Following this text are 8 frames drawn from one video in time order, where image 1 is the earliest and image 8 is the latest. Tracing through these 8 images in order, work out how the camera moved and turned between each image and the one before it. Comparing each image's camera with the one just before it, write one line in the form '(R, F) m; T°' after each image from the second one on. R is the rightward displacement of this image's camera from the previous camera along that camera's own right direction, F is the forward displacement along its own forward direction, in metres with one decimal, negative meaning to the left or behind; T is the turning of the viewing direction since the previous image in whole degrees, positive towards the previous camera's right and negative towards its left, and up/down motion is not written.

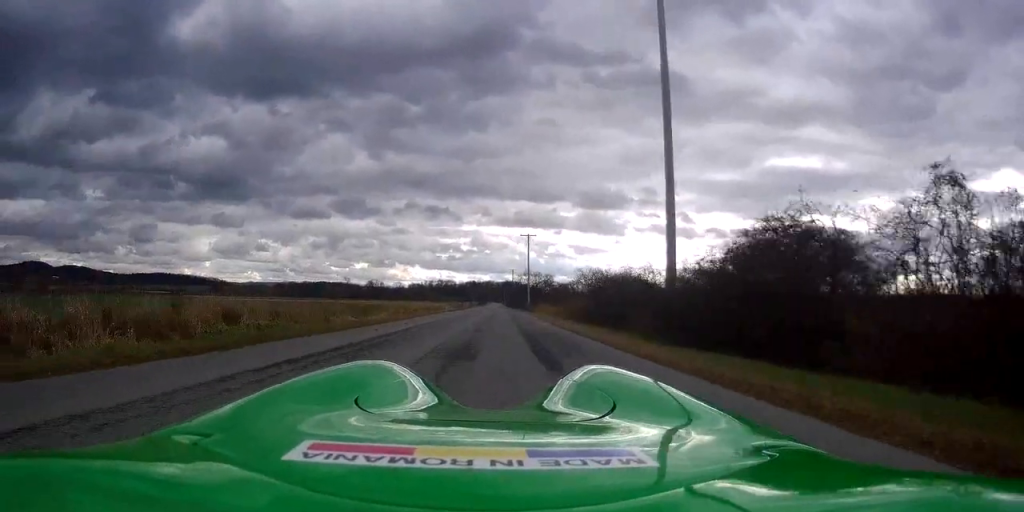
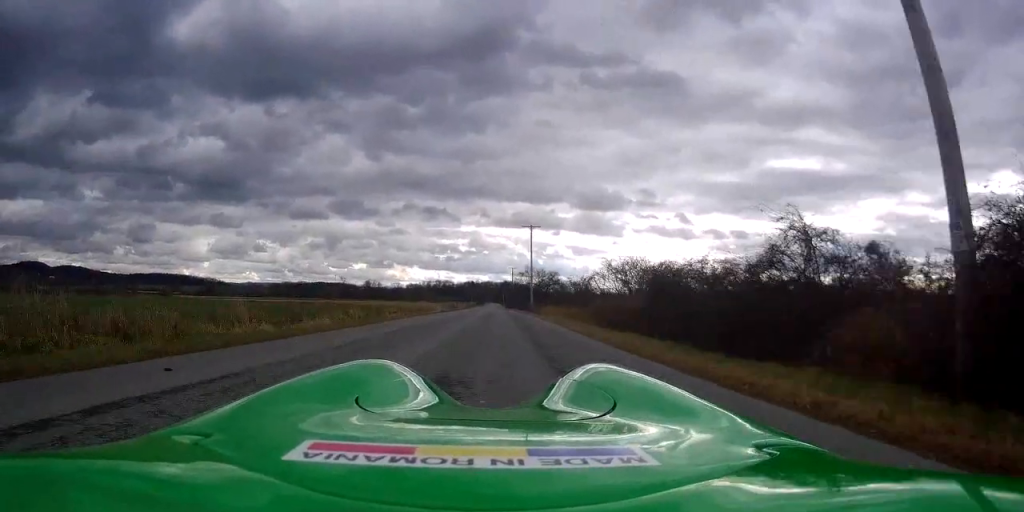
(+0.1, +11.1) m; +1°
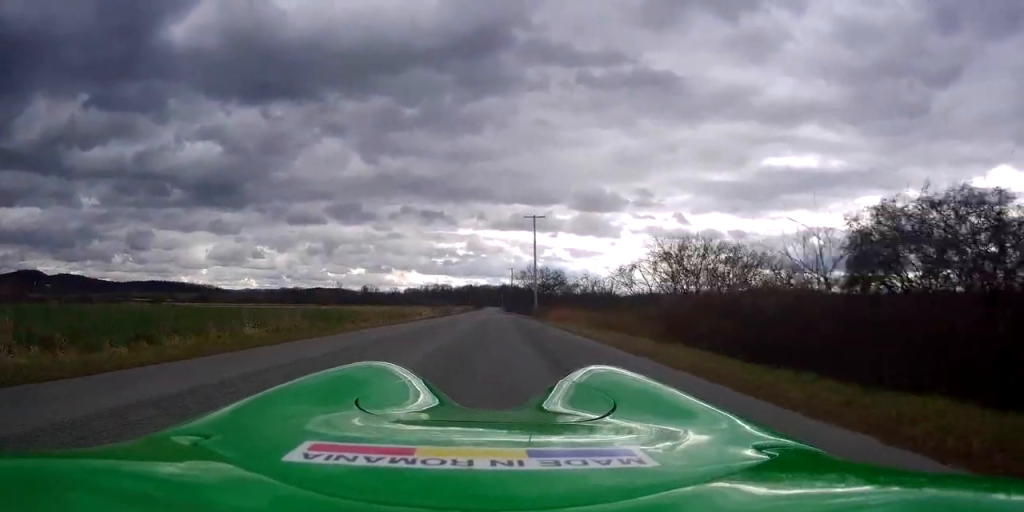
(+0.1, +10.5) m; 0°
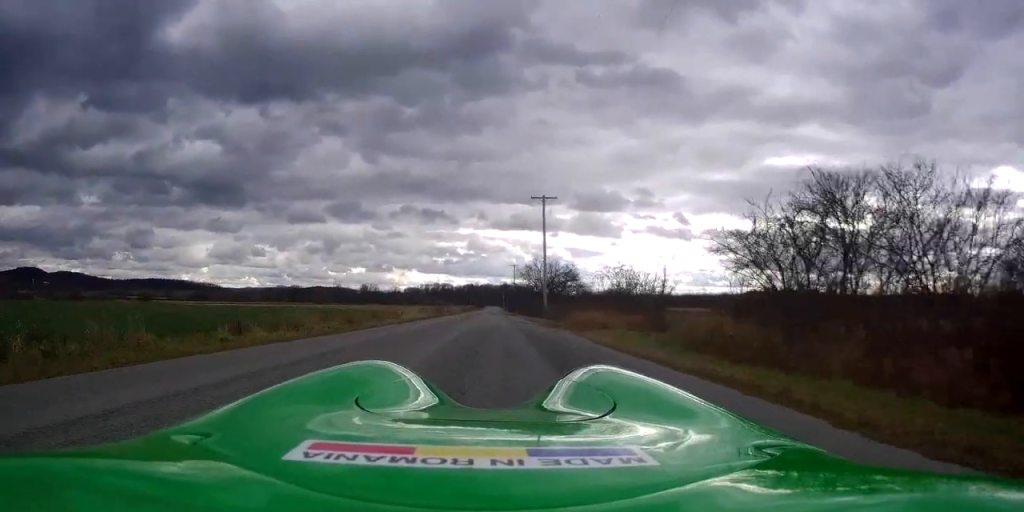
(0.0, +11.1) m; 0°
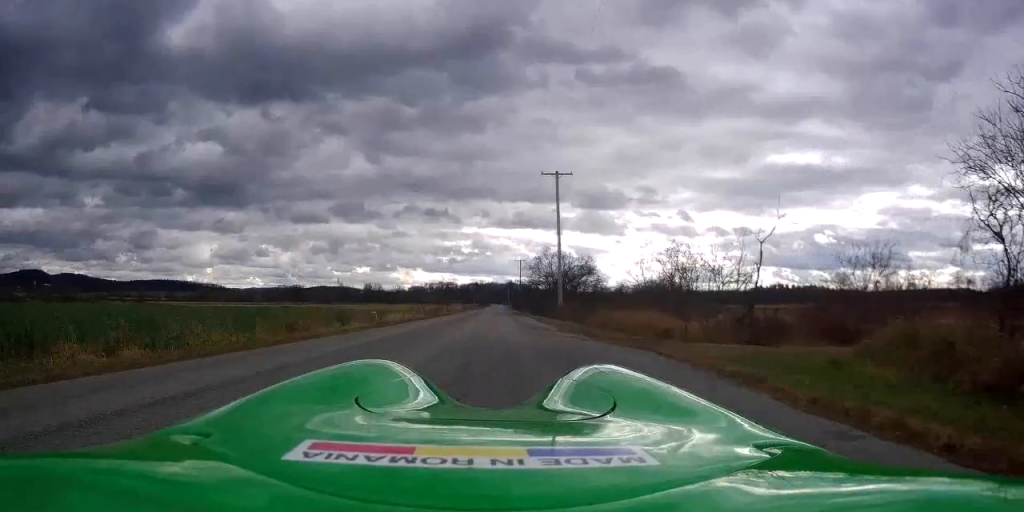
(0.0, +9.2) m; 0°
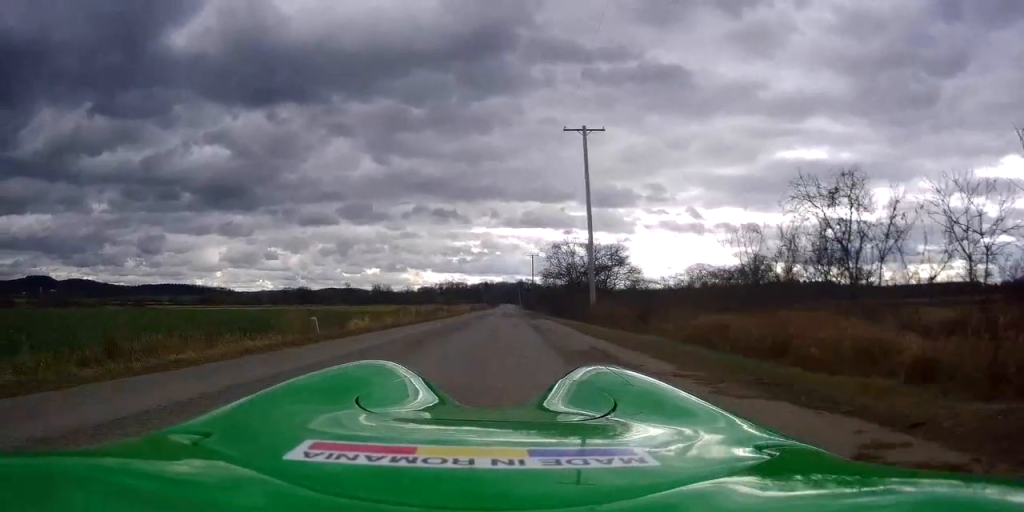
(0.0, +11.6) m; -1°
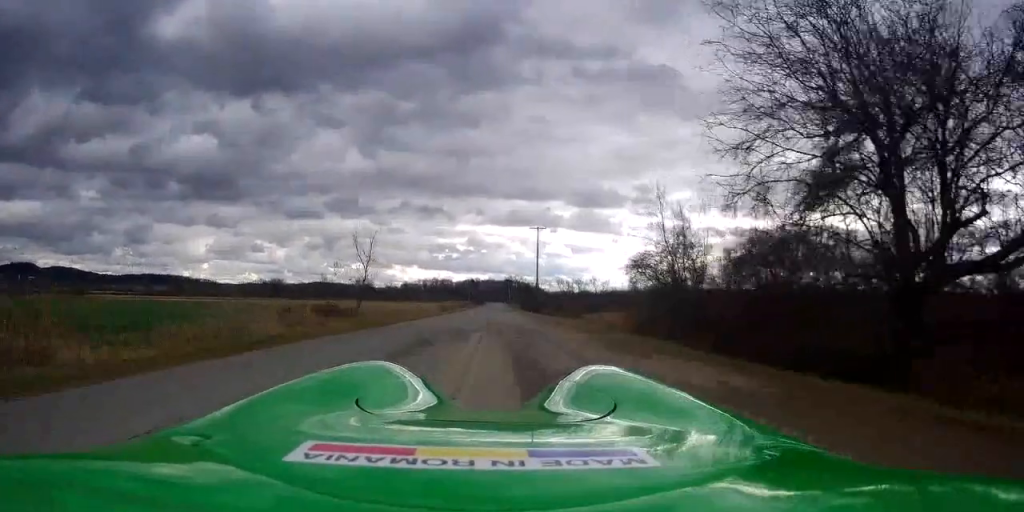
(-0.7, +41.5) m; -2°
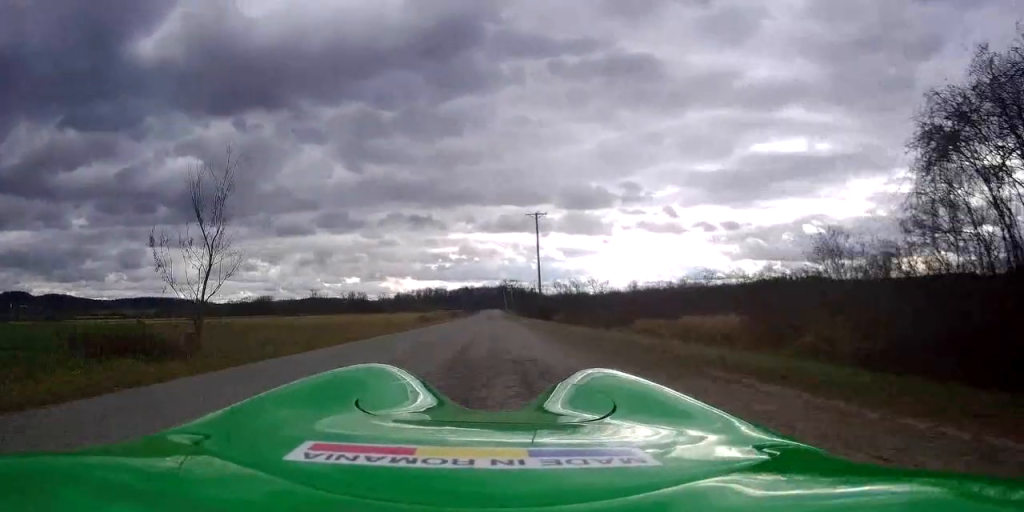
(-0.2, +15.1) m; +2°
